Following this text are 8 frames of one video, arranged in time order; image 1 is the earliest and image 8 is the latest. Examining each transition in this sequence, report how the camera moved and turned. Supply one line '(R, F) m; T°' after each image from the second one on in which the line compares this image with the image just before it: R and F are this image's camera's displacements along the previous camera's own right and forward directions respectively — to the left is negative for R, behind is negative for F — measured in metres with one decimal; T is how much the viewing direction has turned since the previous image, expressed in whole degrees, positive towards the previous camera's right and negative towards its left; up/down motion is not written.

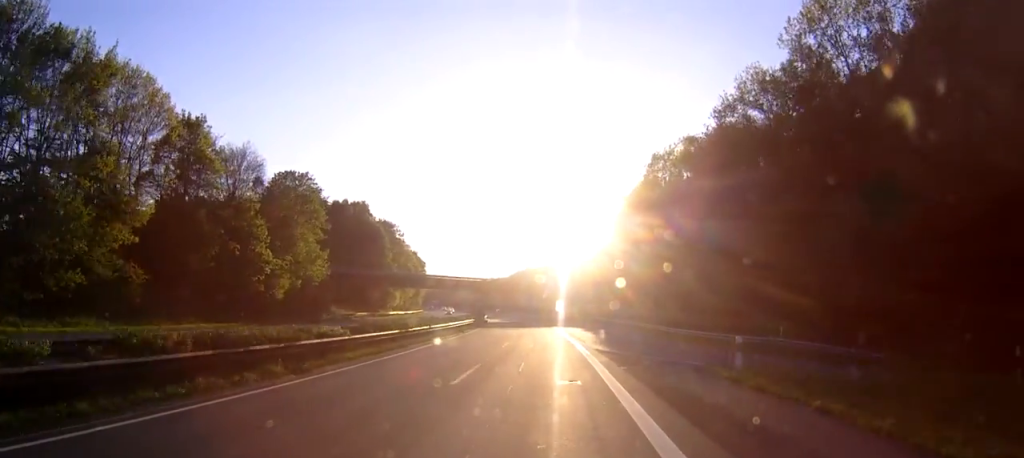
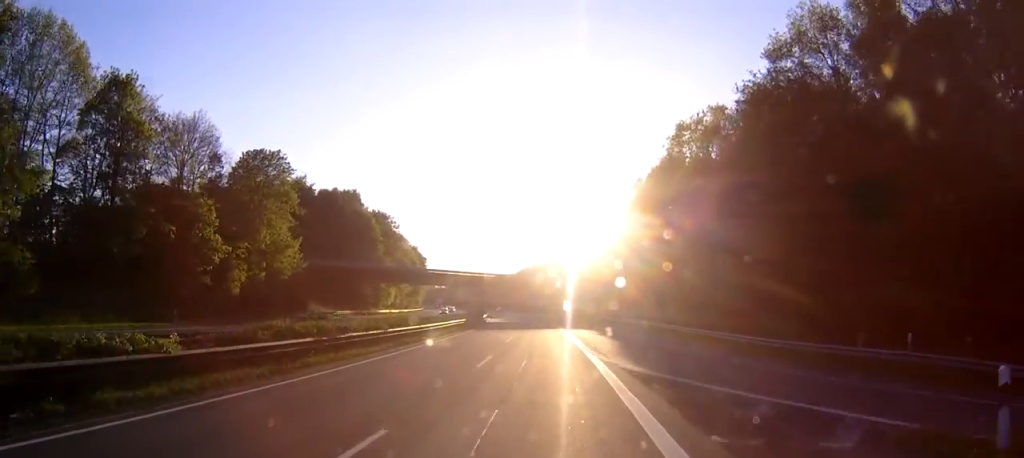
(0.0, +13.5) m; -1°
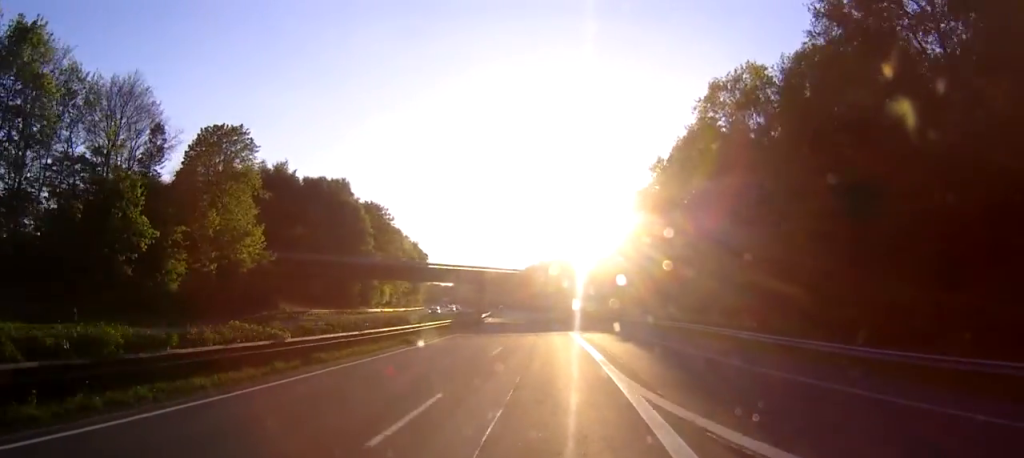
(-0.1, +13.4) m; 0°
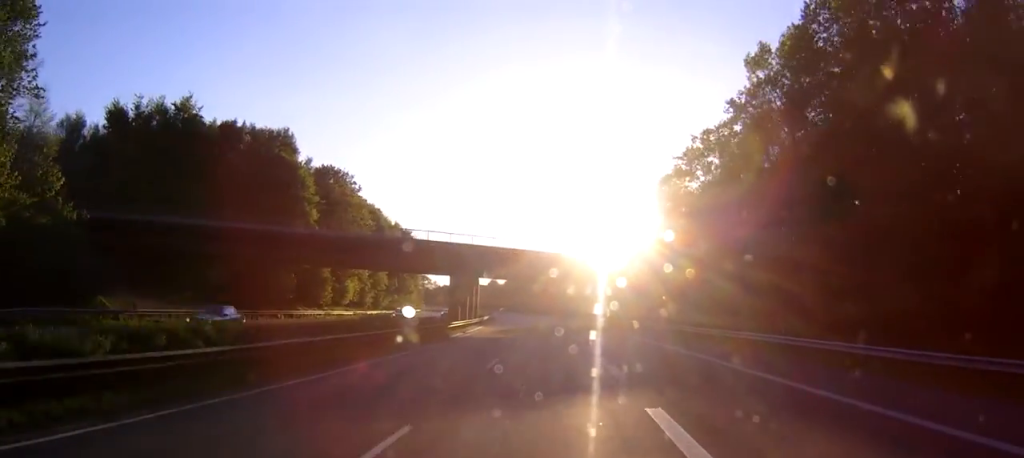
(-0.5, +40.3) m; -2°
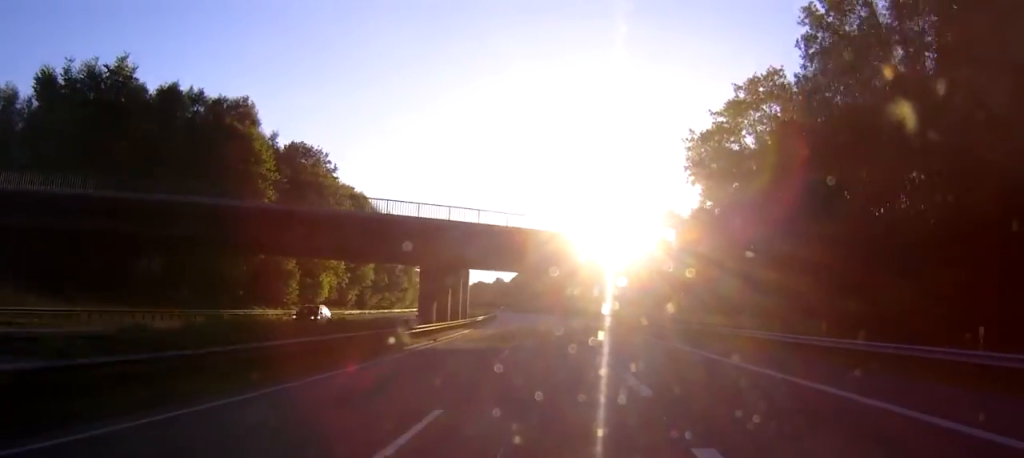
(-0.2, +16.2) m; -1°
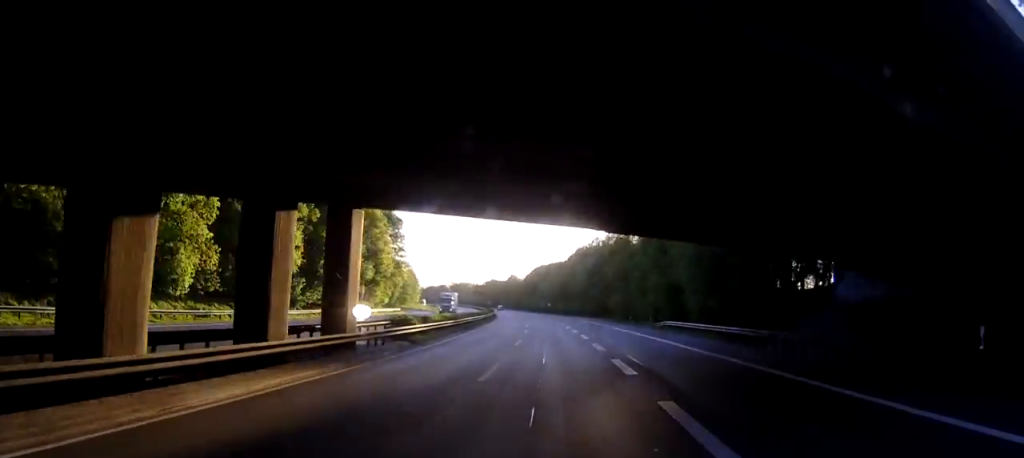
(-0.7, +43.3) m; -1°
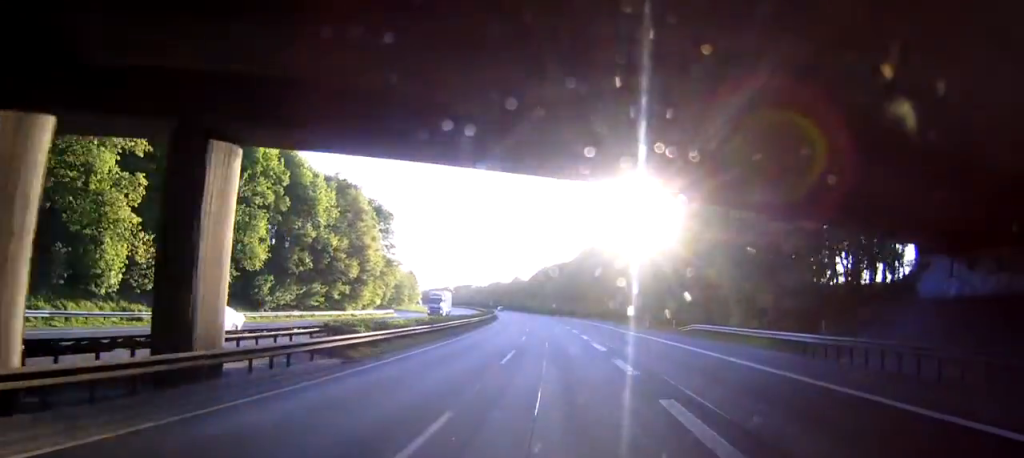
(+0.1, +11.8) m; 0°
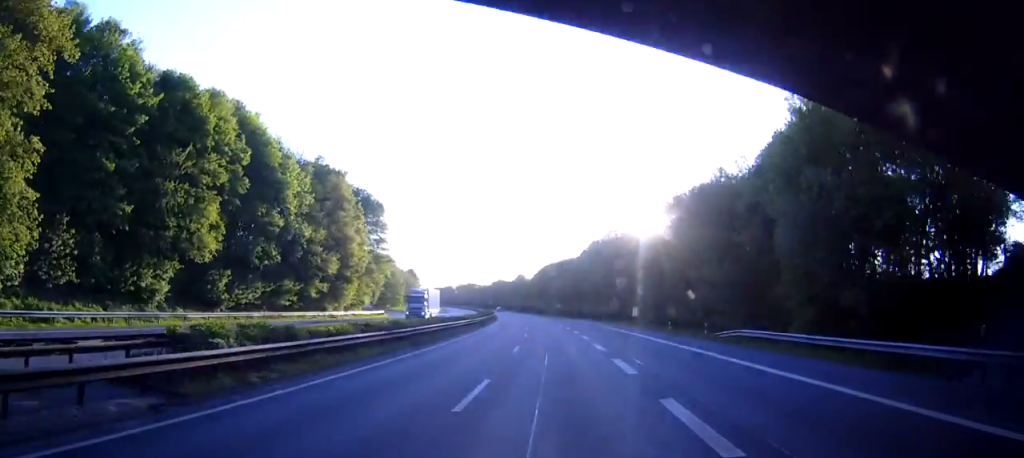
(+0.1, +11.8) m; 0°
